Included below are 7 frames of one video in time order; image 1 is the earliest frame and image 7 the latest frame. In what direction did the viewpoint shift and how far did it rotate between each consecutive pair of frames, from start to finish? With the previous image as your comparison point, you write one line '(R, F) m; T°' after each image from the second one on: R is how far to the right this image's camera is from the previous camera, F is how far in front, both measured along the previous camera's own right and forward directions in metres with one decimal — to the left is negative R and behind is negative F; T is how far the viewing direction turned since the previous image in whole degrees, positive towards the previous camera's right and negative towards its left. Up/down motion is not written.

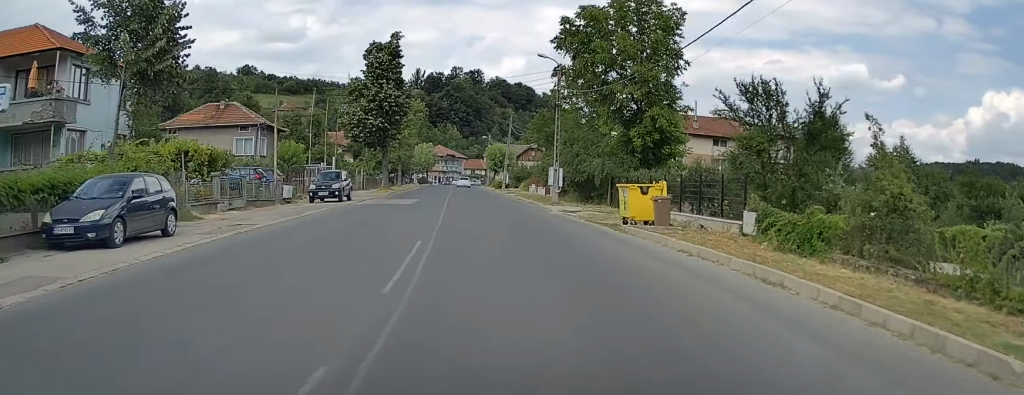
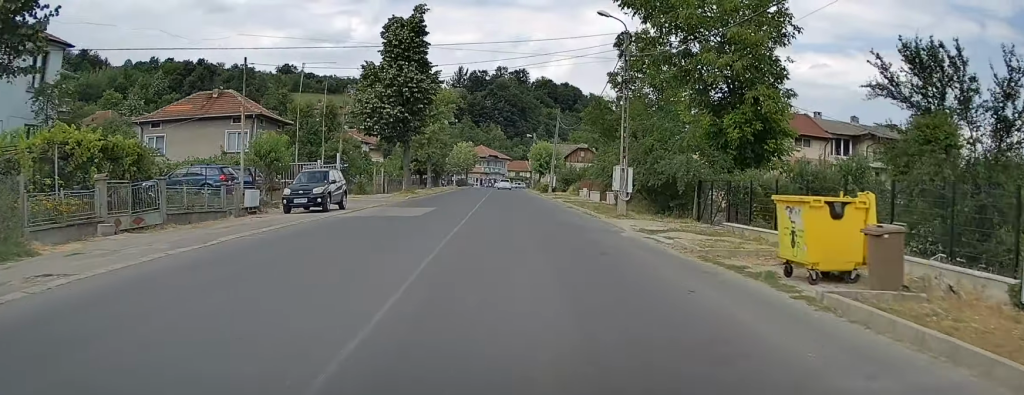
(-0.3, +10.3) m; -3°
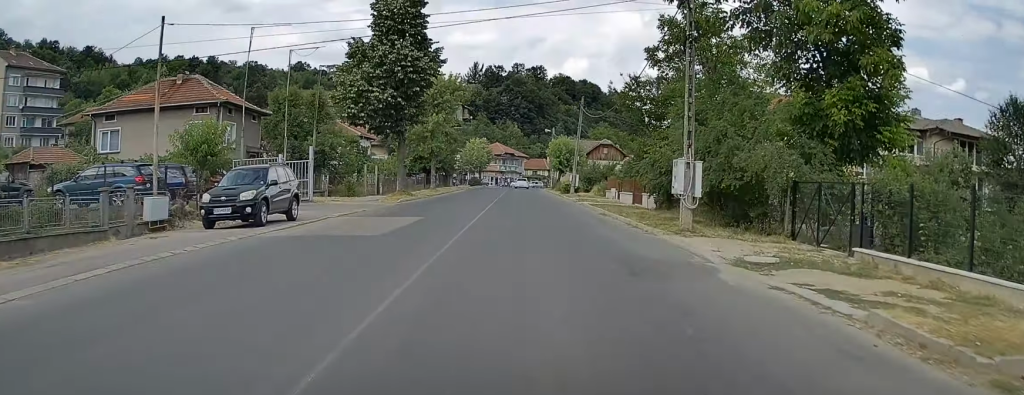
(0.0, +8.3) m; -2°
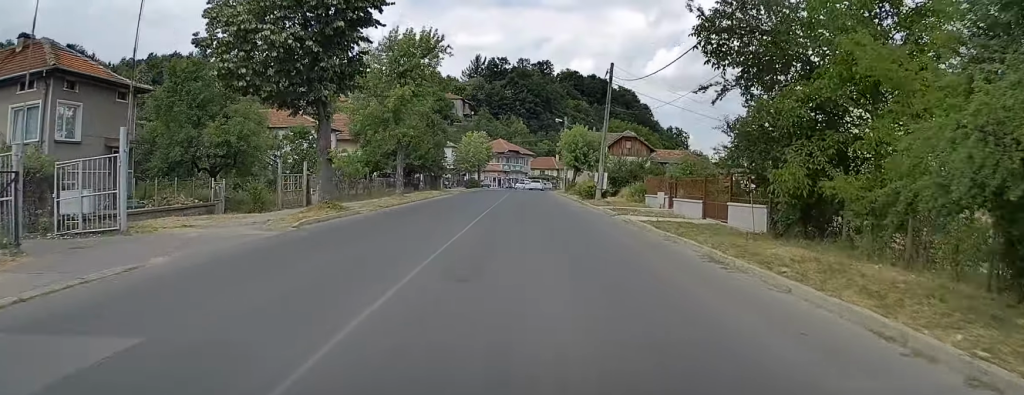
(-0.8, +16.8) m; -3°
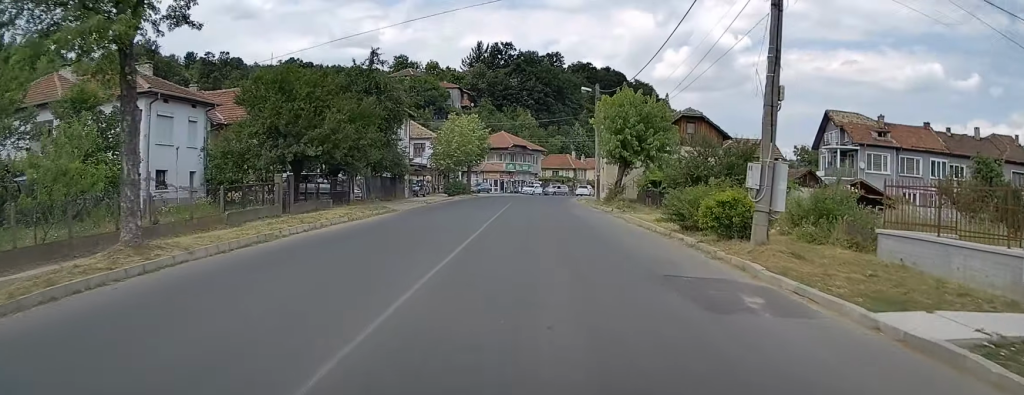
(-0.2, +28.0) m; -1°
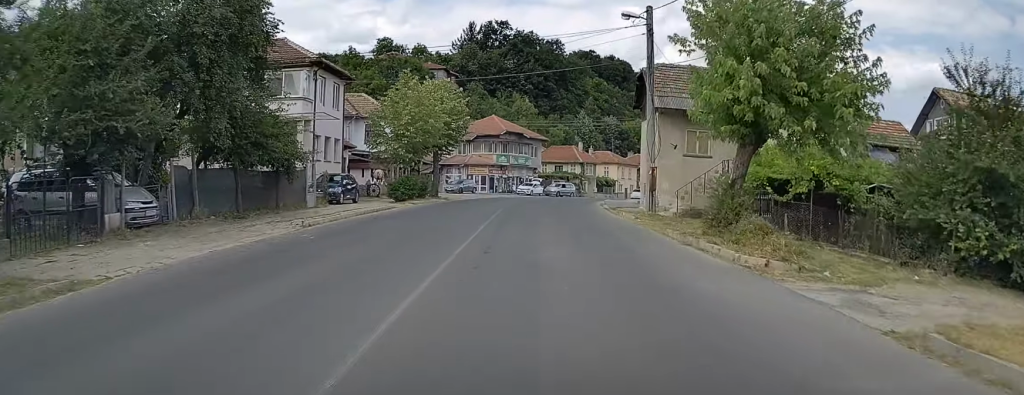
(+0.1, +22.2) m; +1°
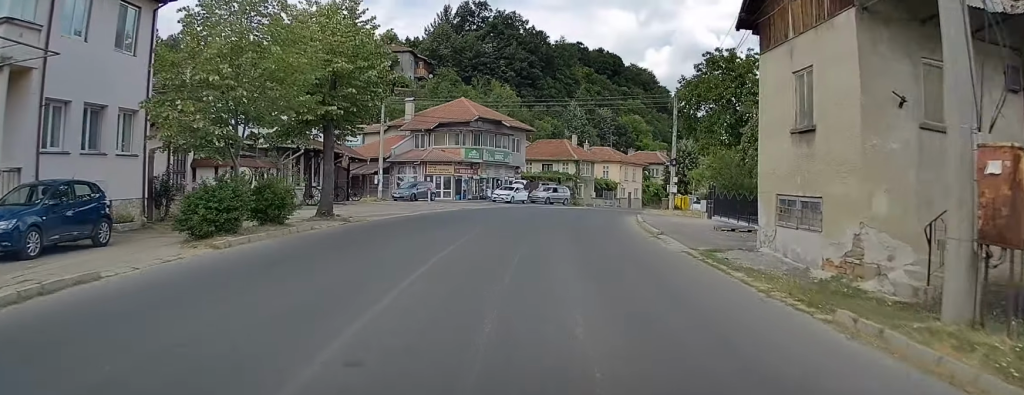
(+0.2, +21.7) m; +2°
